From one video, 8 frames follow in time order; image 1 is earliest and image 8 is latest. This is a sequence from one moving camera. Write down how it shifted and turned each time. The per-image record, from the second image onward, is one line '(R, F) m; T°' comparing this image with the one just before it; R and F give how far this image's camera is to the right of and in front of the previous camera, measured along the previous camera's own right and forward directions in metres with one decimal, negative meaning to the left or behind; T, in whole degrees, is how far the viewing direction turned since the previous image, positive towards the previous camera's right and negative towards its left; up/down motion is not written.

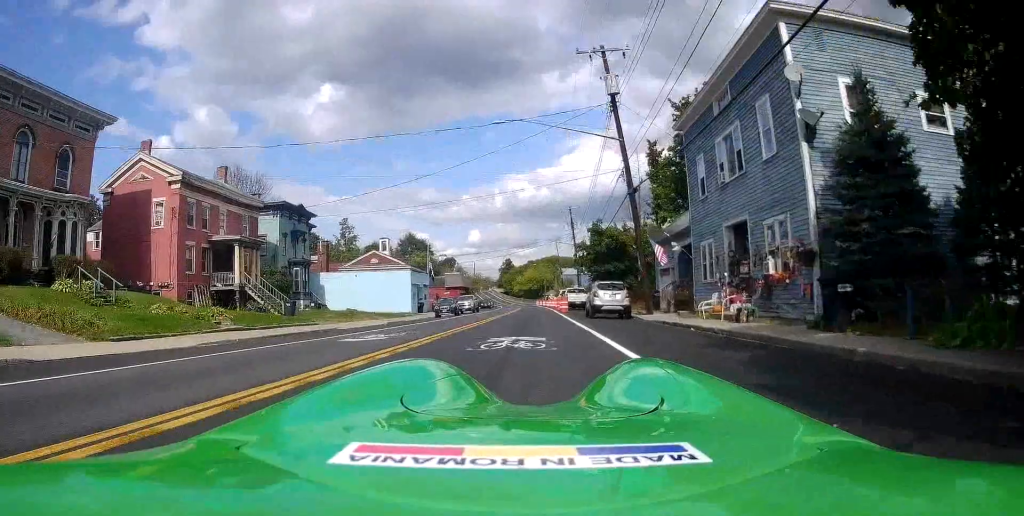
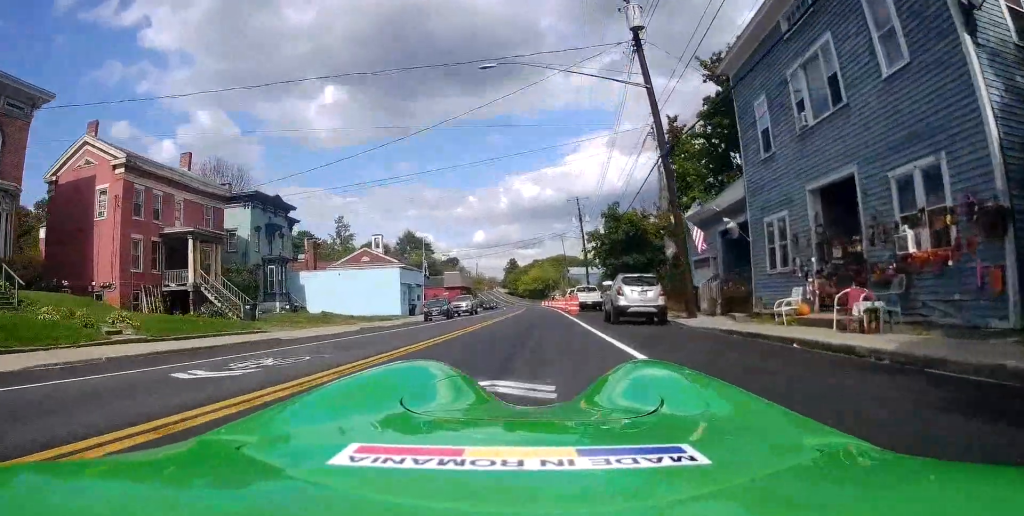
(0.0, +6.4) m; -1°
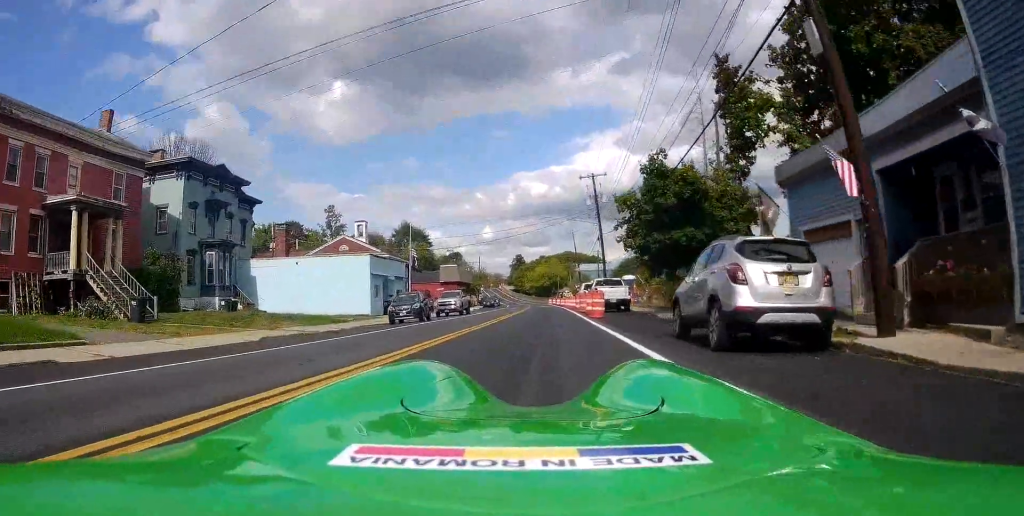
(-0.2, +11.0) m; -1°
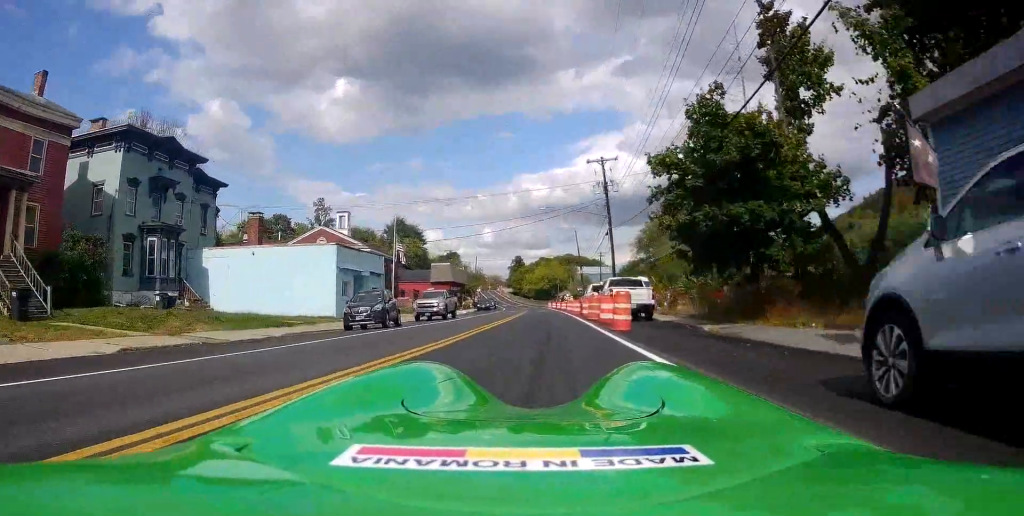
(-0.2, +6.6) m; -1°
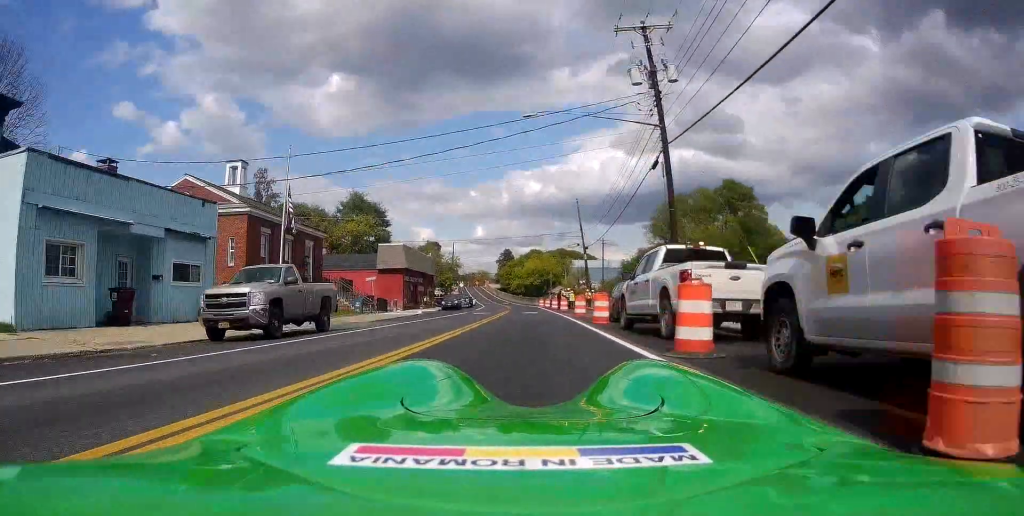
(+0.2, +23.4) m; 0°
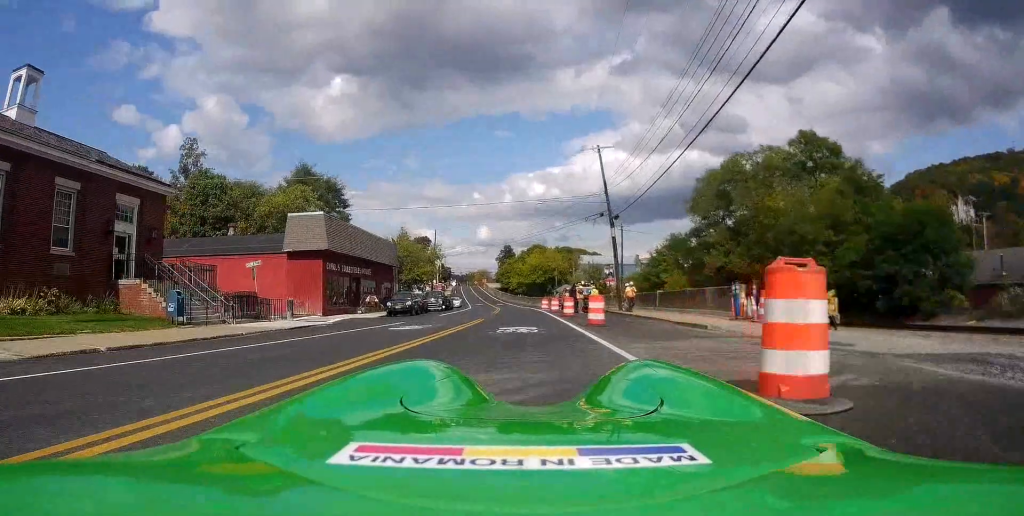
(-2.8, +23.0) m; -13°
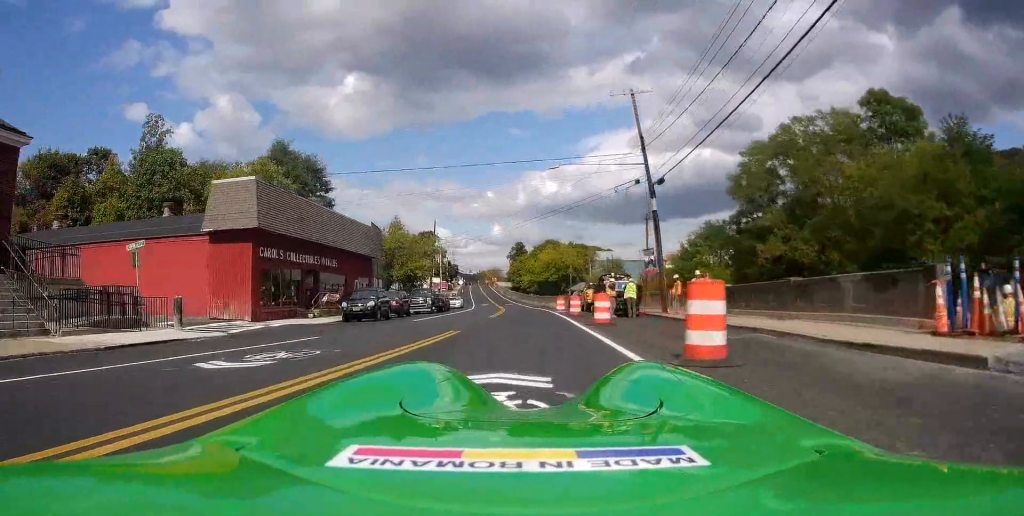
(0.0, +10.9) m; +12°
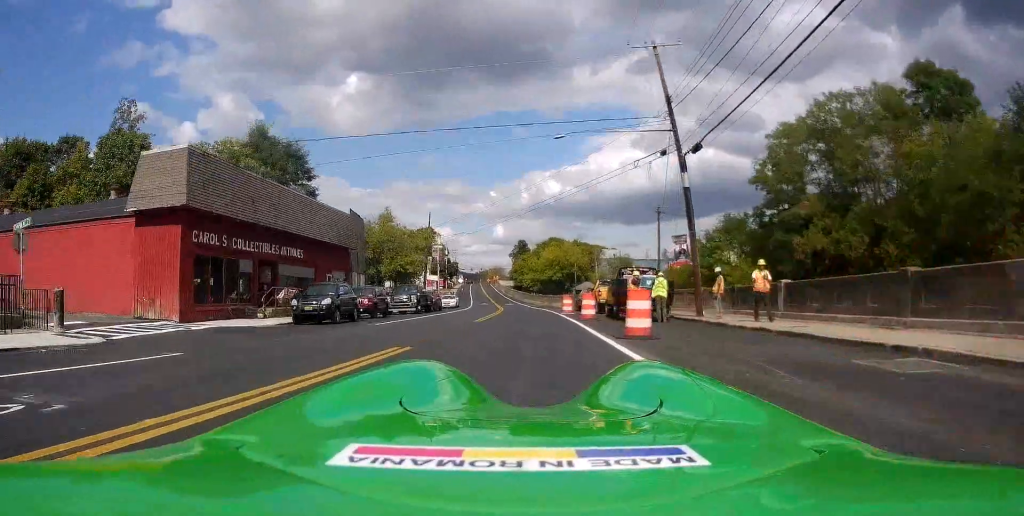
(-0.1, +6.0) m; +9°
